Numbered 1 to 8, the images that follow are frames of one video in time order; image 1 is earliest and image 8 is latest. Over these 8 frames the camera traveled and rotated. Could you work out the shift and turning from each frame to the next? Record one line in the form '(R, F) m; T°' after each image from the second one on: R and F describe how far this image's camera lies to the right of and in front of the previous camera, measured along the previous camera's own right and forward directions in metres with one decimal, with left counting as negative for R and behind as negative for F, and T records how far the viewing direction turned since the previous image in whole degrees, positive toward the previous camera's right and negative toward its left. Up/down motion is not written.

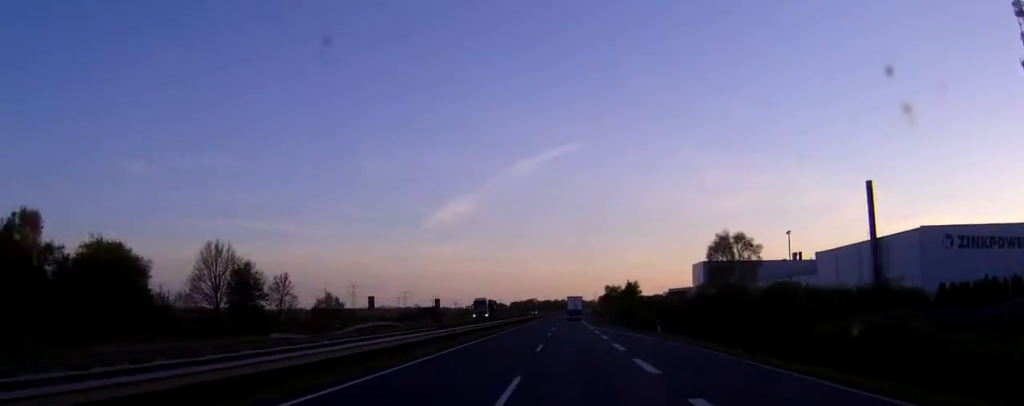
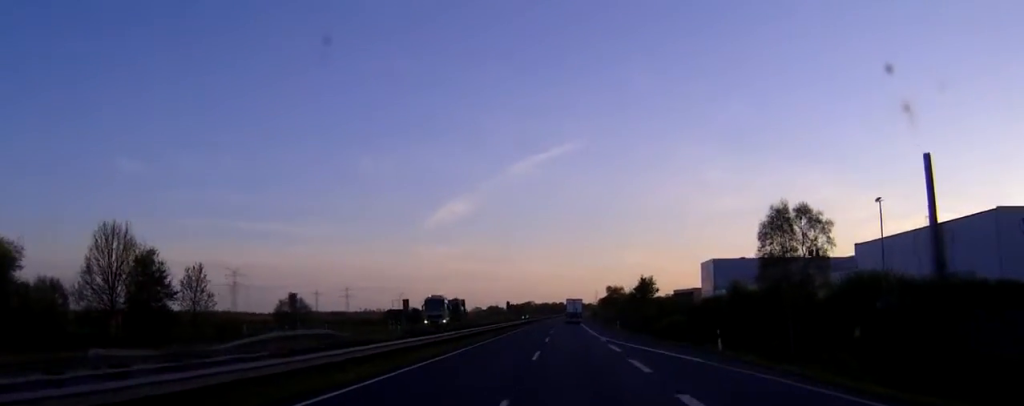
(0.0, +22.4) m; 0°
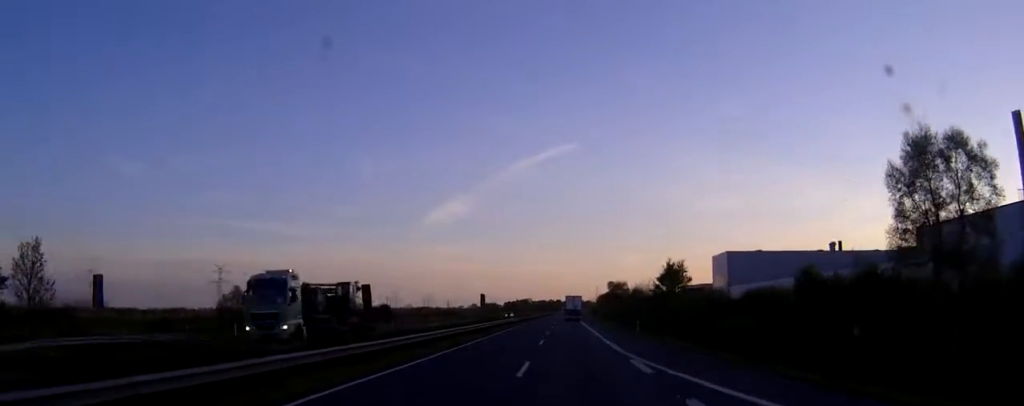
(+0.1, +25.4) m; +1°
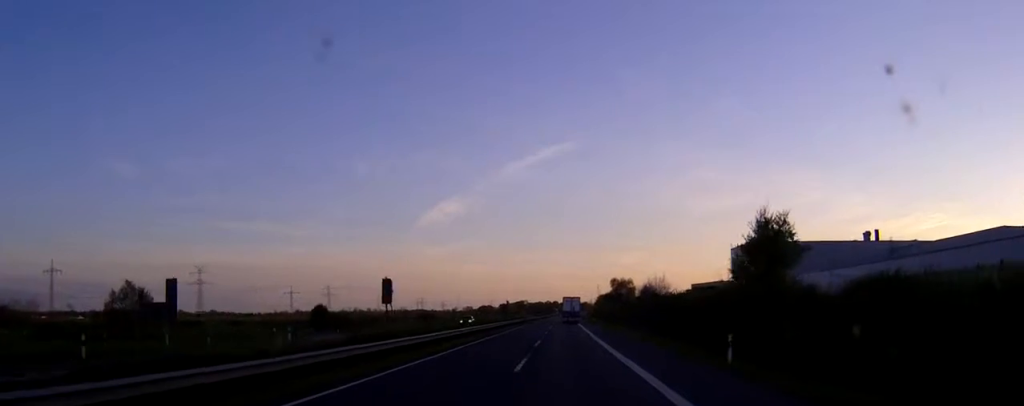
(+0.1, +33.4) m; 0°
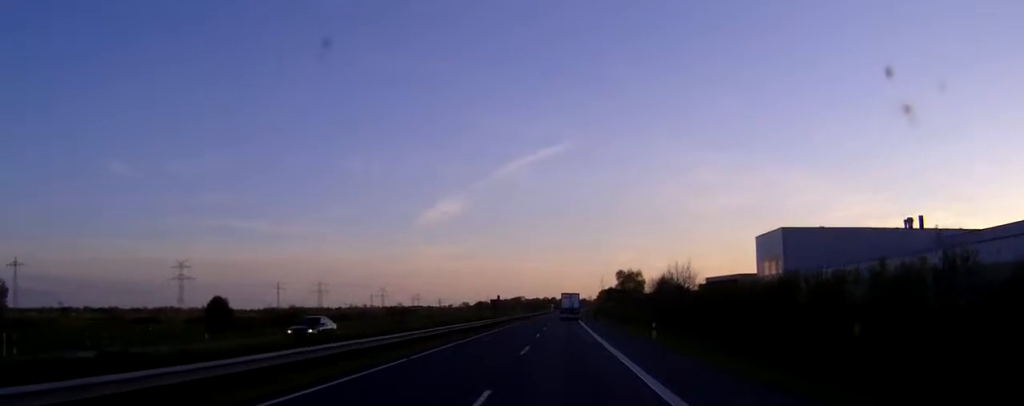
(0.0, +30.4) m; 0°
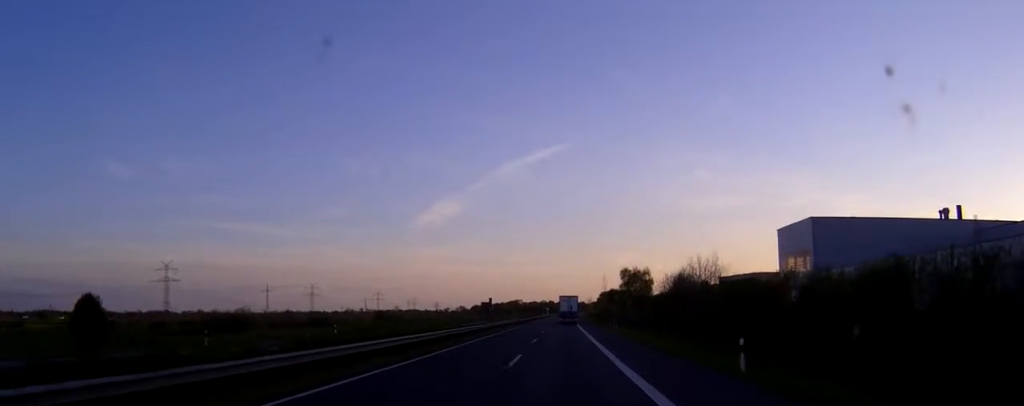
(-0.1, +21.5) m; 0°
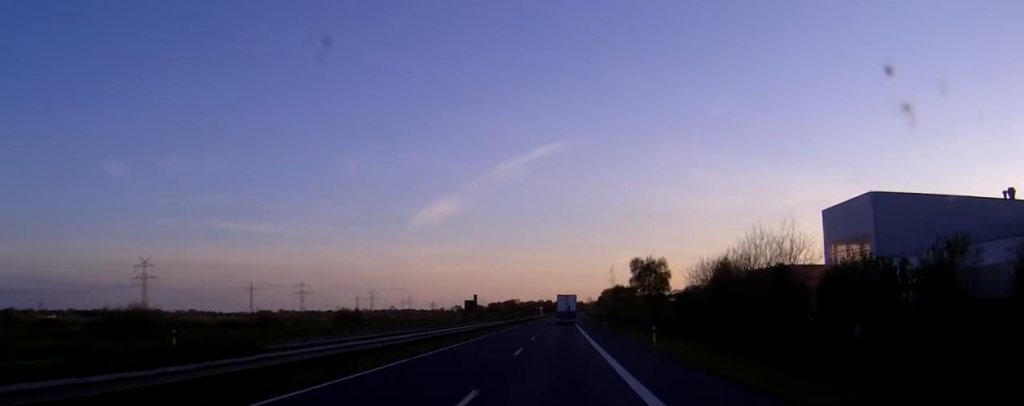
(+0.3, +31.3) m; 0°
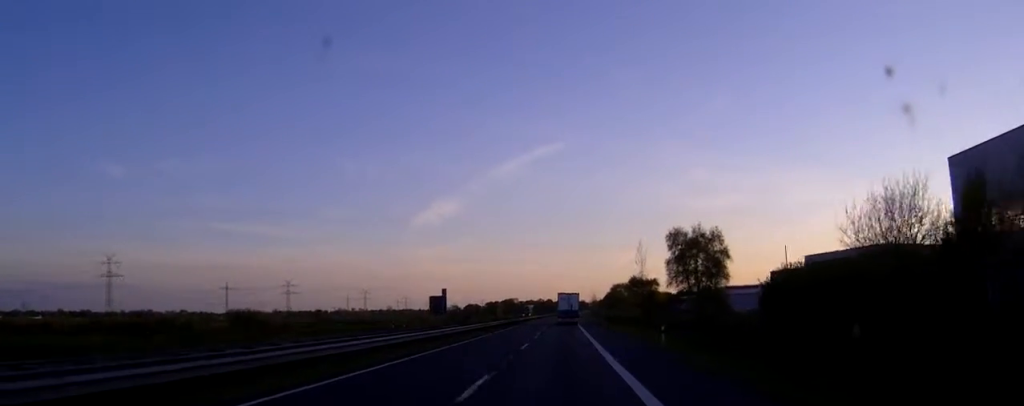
(-0.3, +50.3) m; 0°
